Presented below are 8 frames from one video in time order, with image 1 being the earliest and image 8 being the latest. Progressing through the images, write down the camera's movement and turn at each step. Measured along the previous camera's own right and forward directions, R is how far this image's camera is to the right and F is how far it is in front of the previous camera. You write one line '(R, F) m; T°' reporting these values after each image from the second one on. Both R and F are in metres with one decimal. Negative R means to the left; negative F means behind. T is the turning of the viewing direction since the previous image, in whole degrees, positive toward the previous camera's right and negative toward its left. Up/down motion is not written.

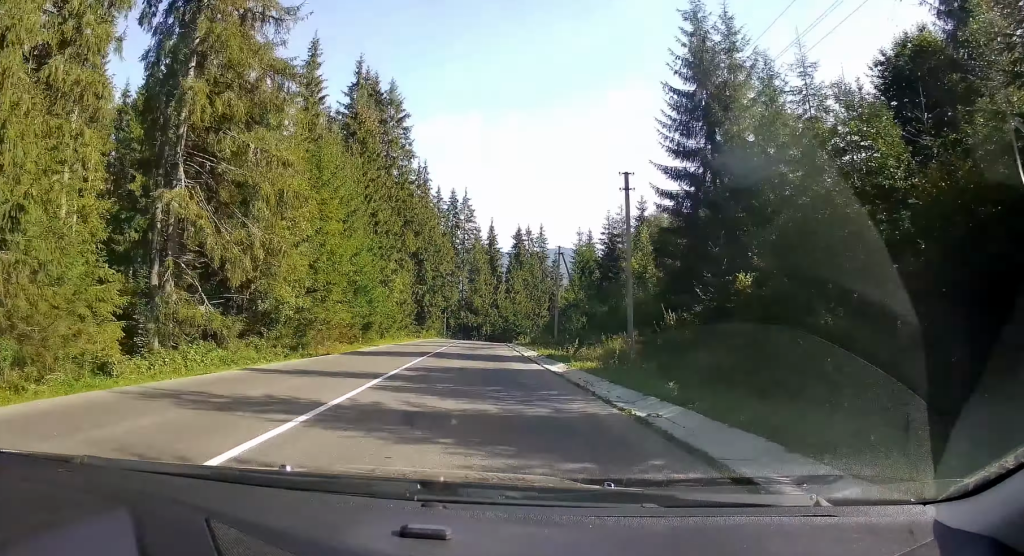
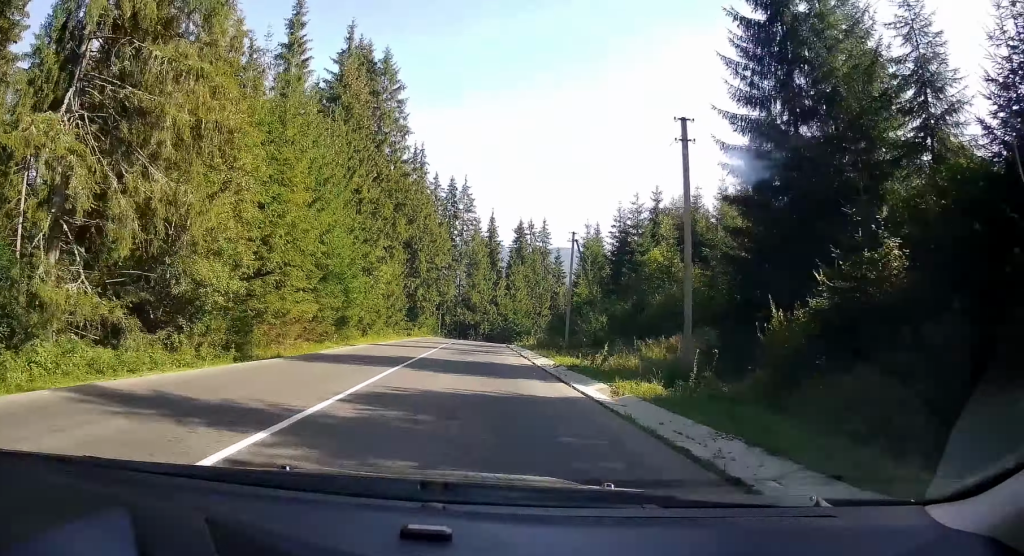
(0.0, +7.3) m; 0°
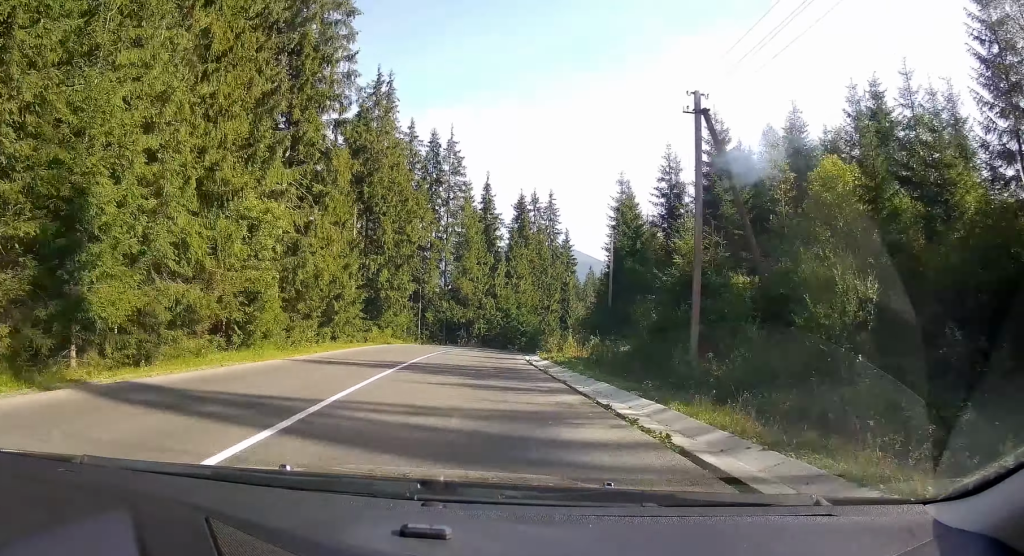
(-0.3, +24.8) m; -2°
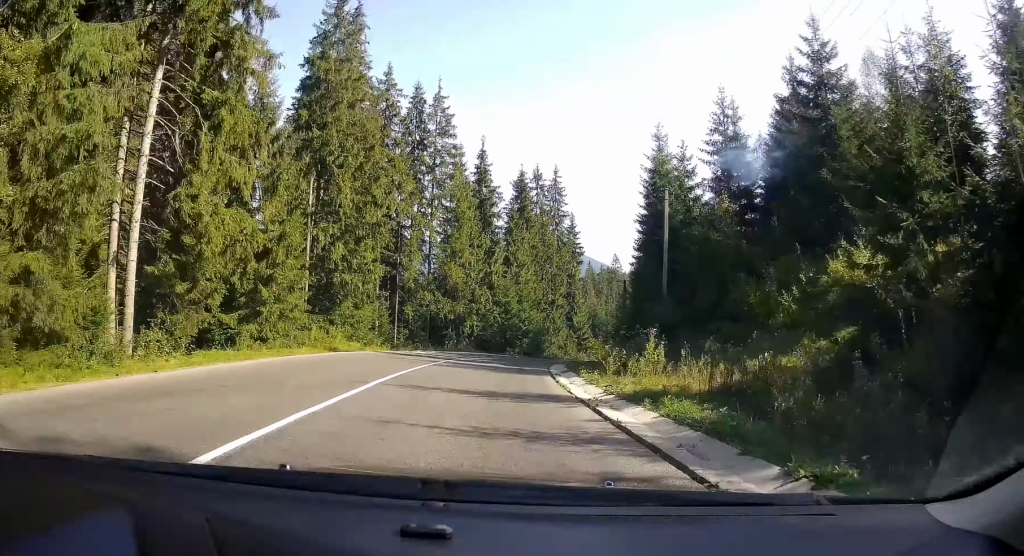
(-0.2, +15.0) m; +1°
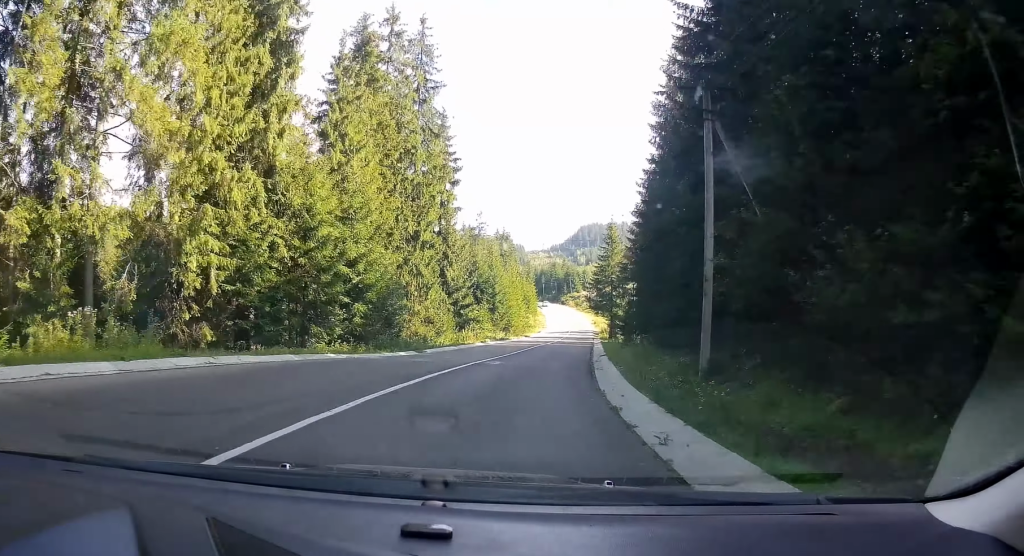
(+3.6, +40.7) m; +10°
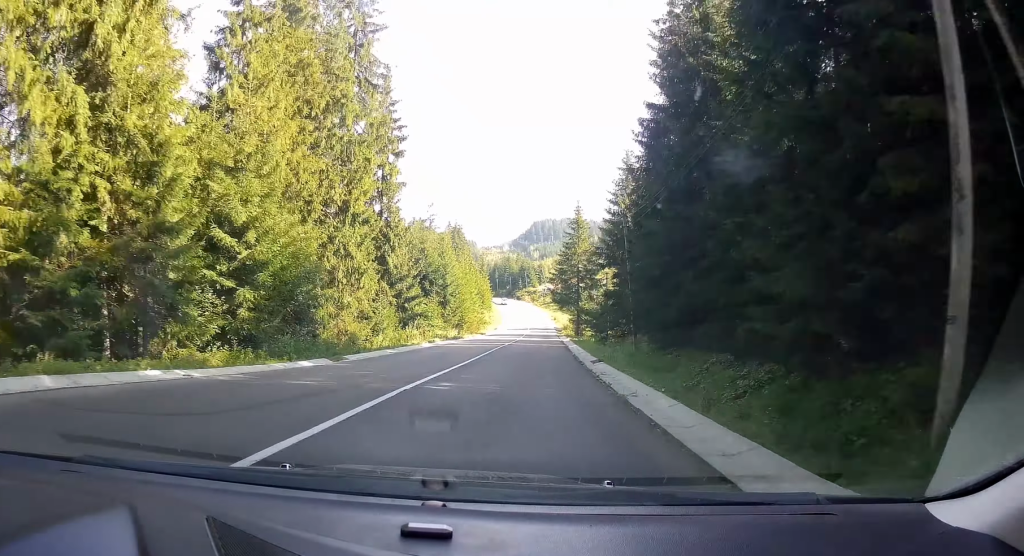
(+0.1, +9.3) m; +2°
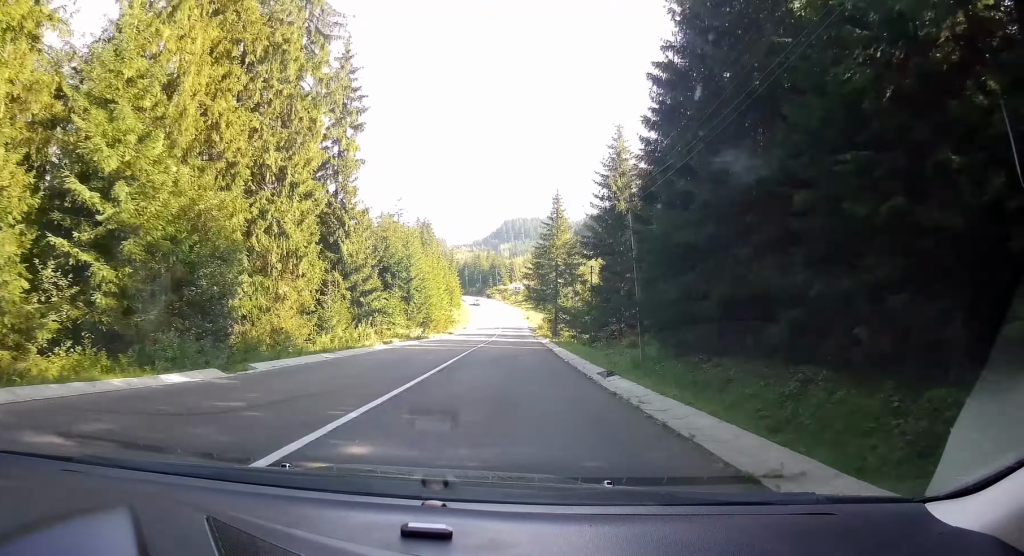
(+0.1, +7.5) m; +2°
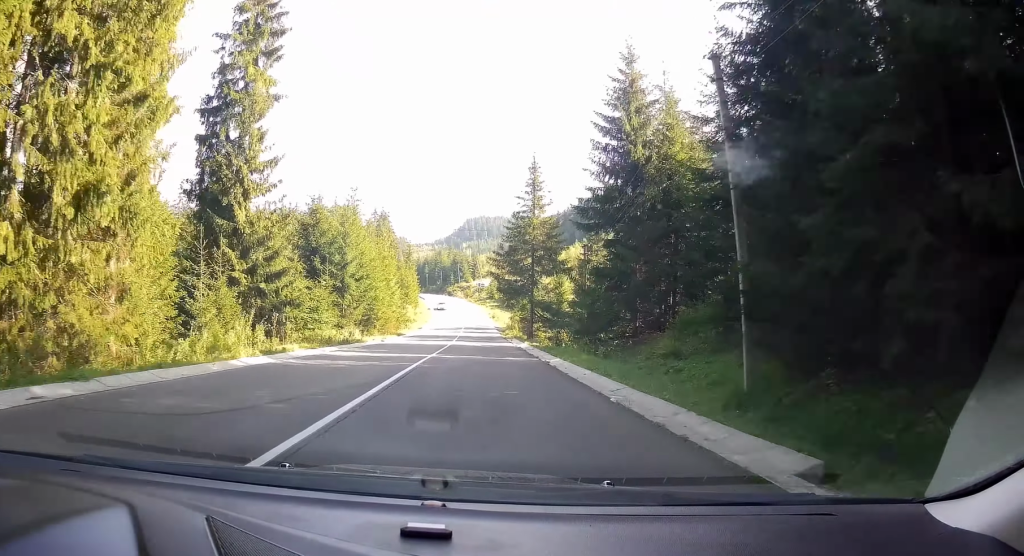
(+0.2, +14.0) m; +3°
